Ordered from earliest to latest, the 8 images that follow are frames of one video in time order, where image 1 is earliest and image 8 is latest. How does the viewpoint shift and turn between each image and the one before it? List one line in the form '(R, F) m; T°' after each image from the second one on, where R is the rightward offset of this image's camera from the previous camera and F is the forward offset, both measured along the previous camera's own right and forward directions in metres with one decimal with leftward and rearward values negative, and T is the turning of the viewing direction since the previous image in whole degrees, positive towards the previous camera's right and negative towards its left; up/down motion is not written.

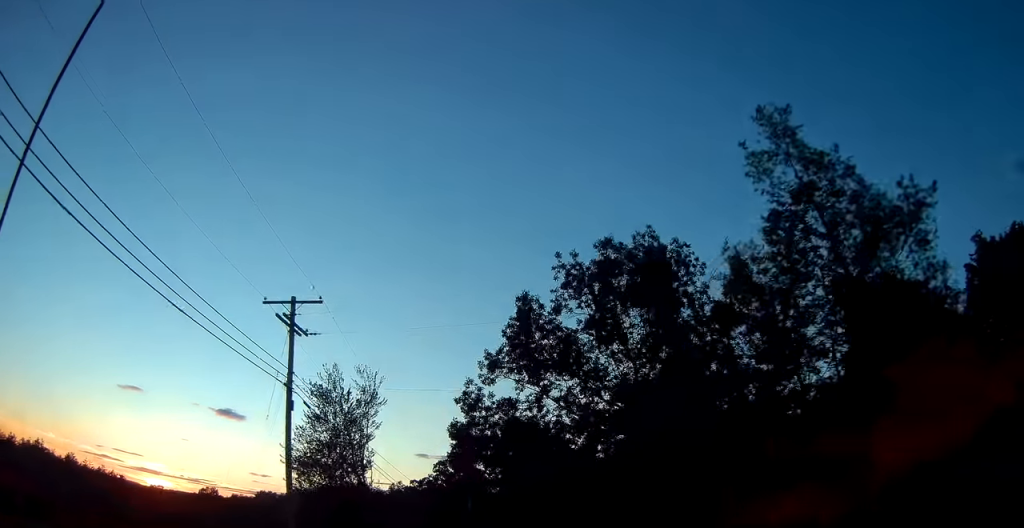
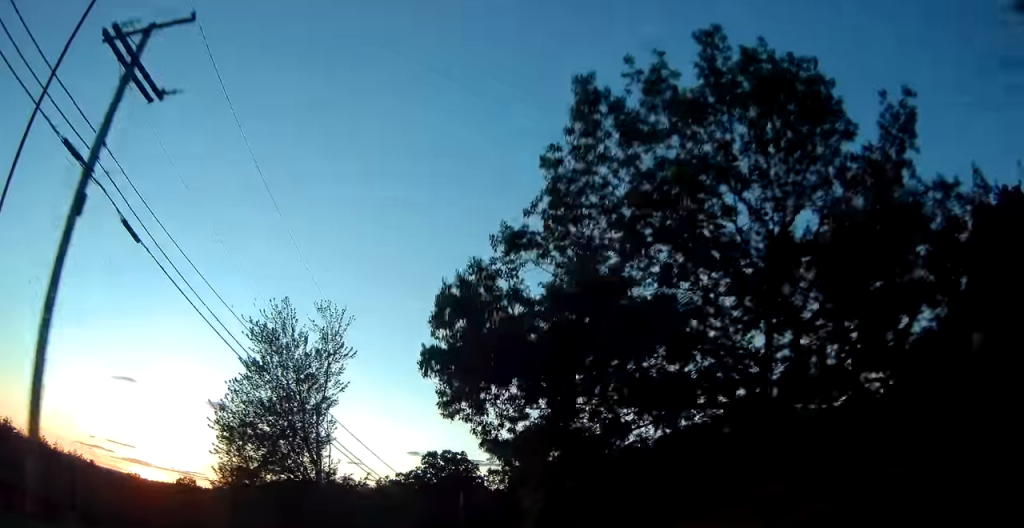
(0.0, +13.9) m; +1°
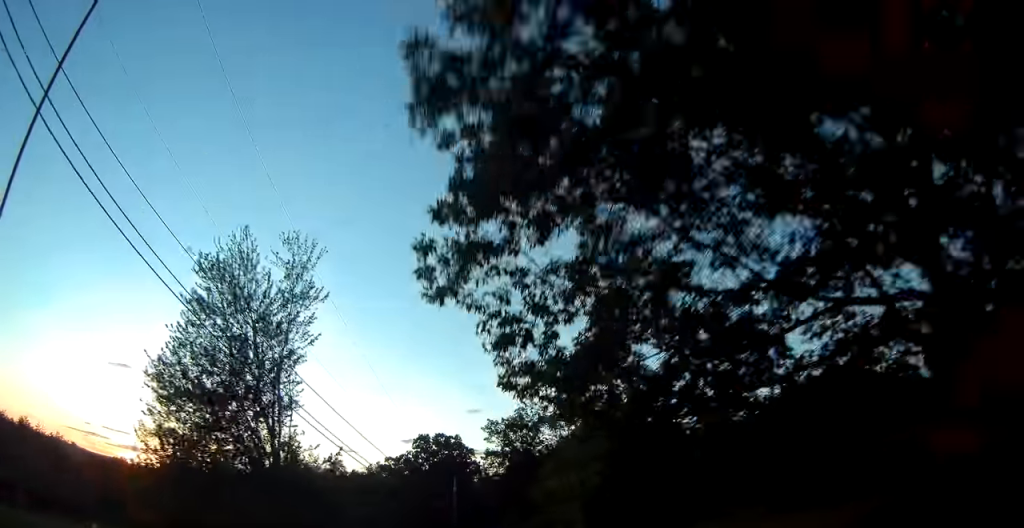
(0.0, +7.5) m; +1°
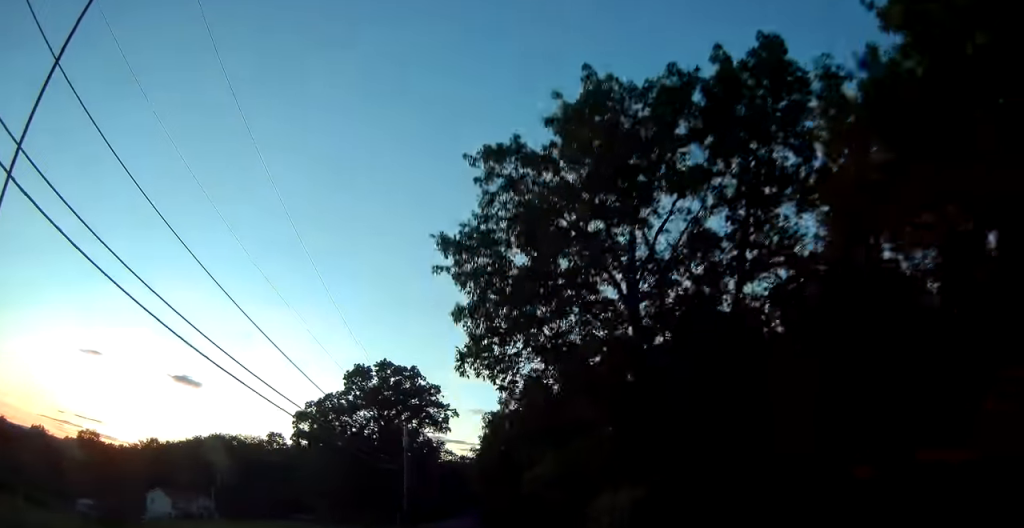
(+1.6, +40.0) m; +3°
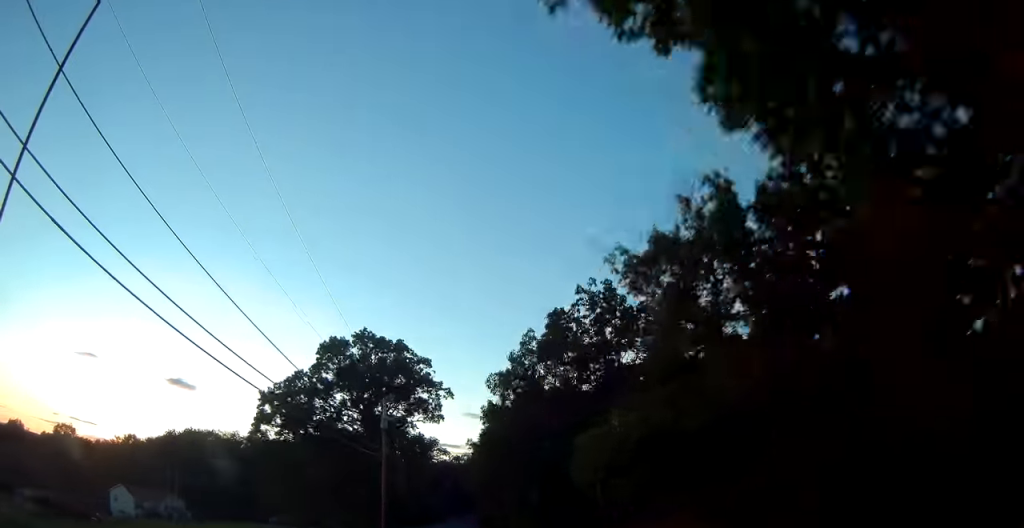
(+0.1, +11.7) m; 0°
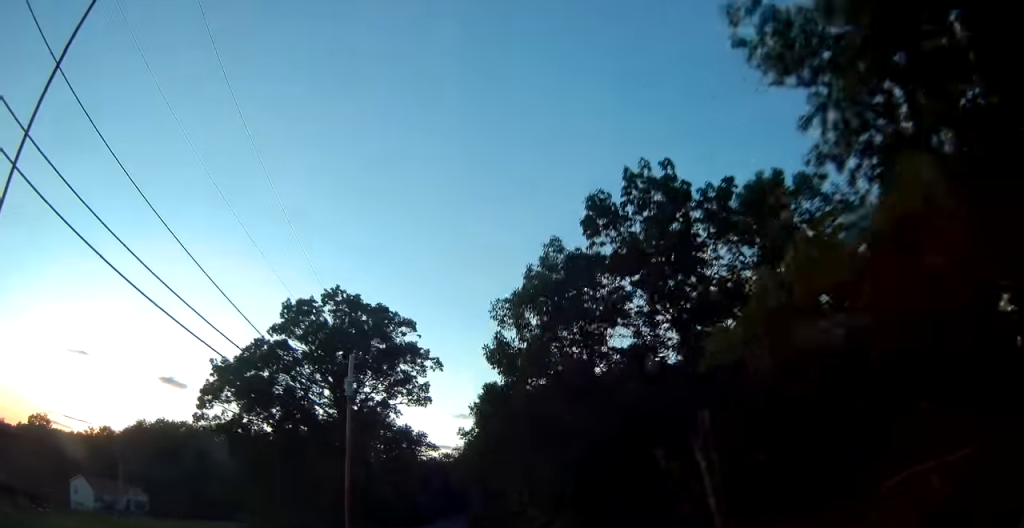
(-0.2, +10.0) m; 0°
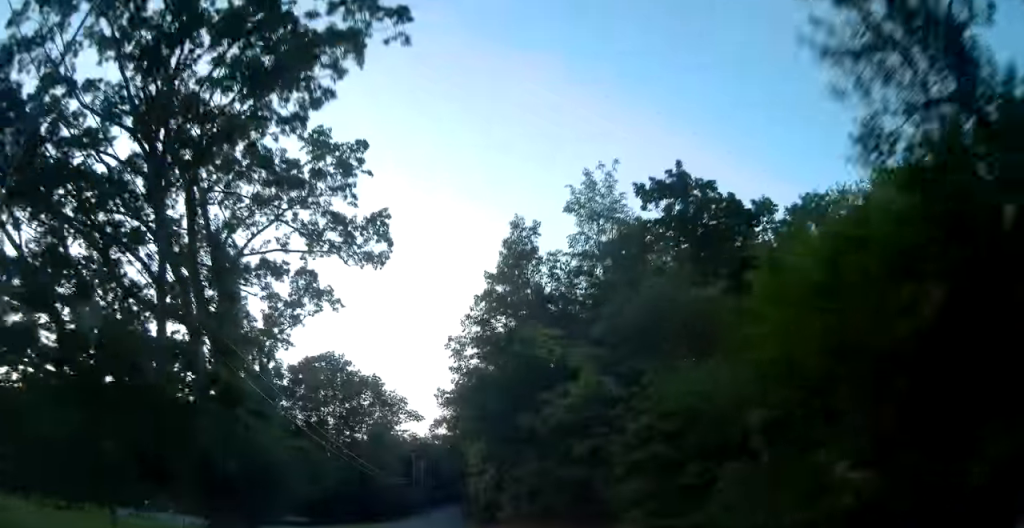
(+0.6, +31.0) m; +1°
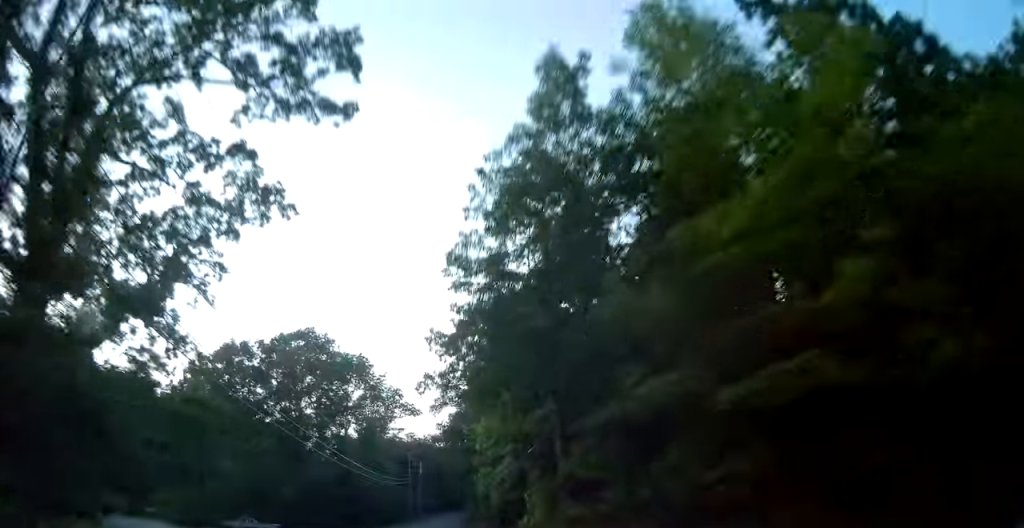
(0.0, +12.0) m; 0°
